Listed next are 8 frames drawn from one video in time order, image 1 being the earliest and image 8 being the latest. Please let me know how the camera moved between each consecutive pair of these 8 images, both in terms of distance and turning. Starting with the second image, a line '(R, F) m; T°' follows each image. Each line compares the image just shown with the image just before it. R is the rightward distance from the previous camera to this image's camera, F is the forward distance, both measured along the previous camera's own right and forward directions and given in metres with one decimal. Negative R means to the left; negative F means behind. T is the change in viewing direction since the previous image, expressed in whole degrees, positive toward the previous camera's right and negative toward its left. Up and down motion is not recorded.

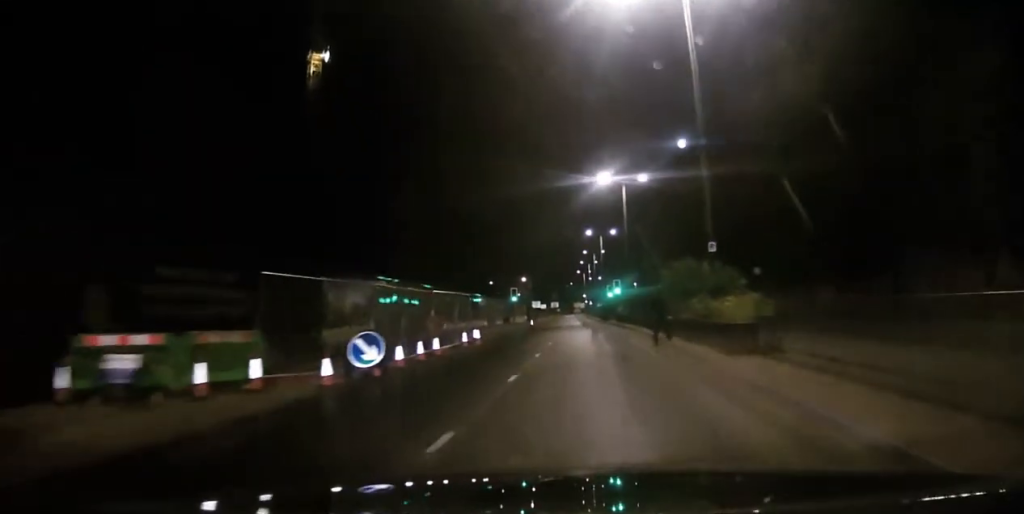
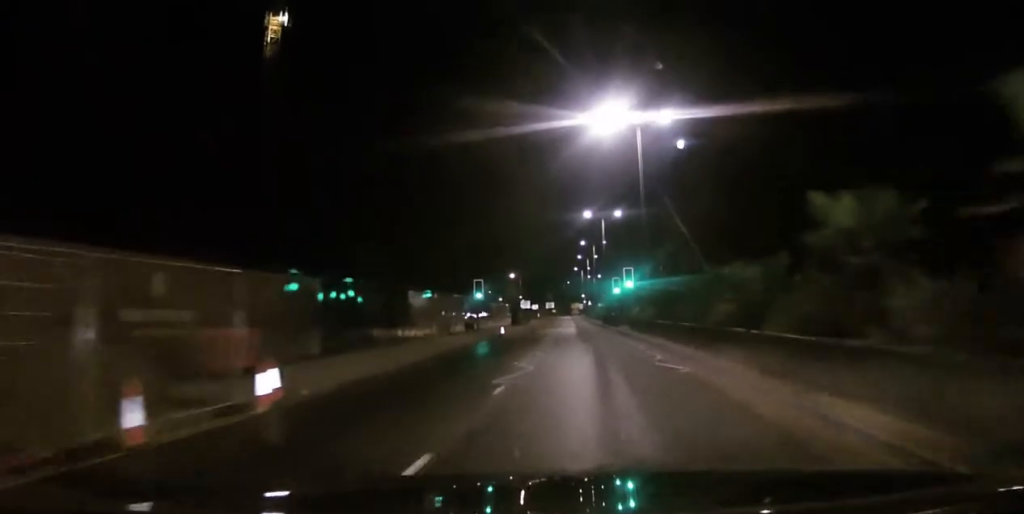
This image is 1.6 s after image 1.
(-0.5, +18.9) m; 0°
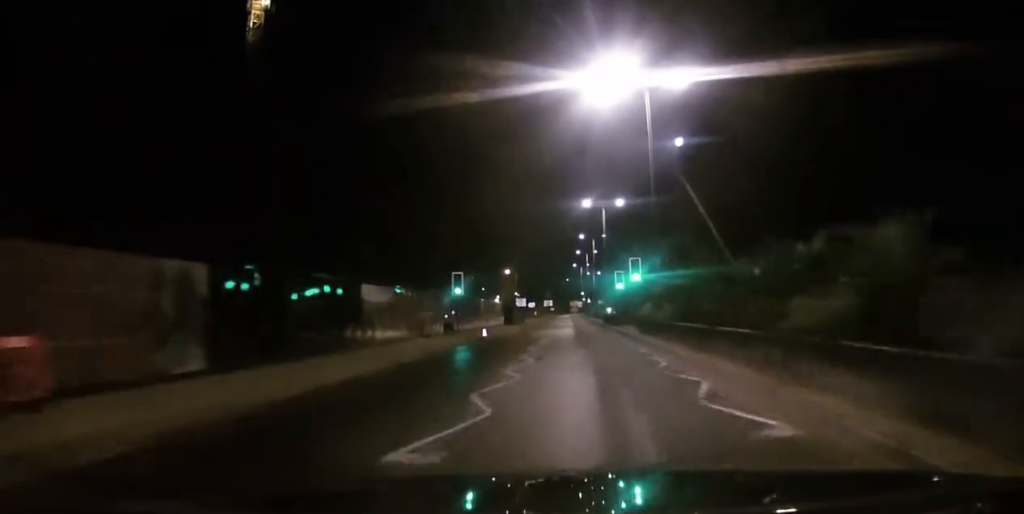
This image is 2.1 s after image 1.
(+0.3, +6.7) m; +1°
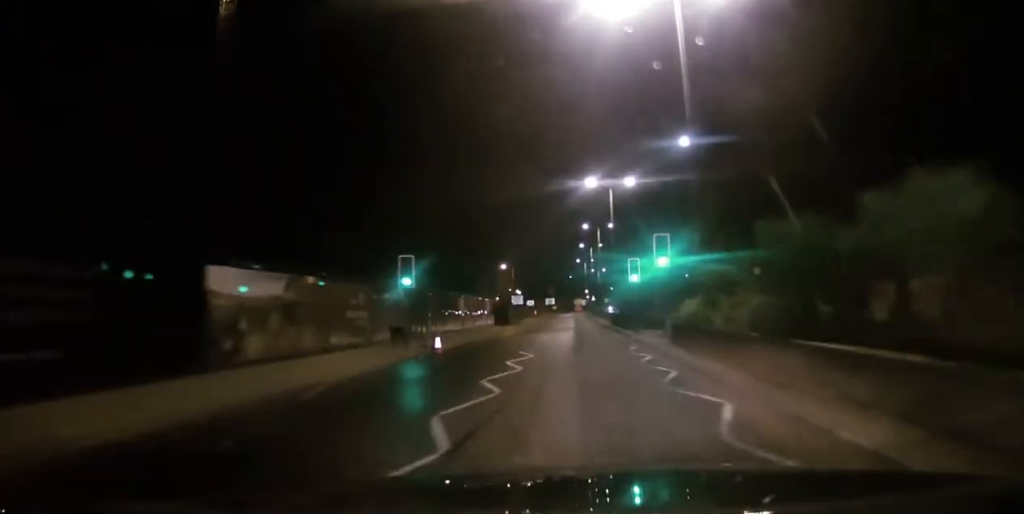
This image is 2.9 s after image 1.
(+0.1, +11.1) m; 0°
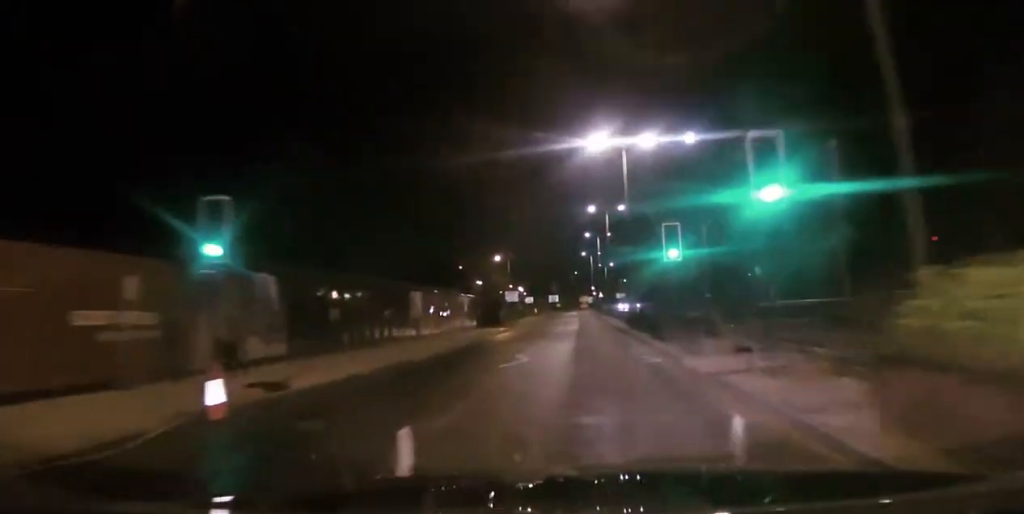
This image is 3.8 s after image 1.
(-0.3, +14.1) m; 0°
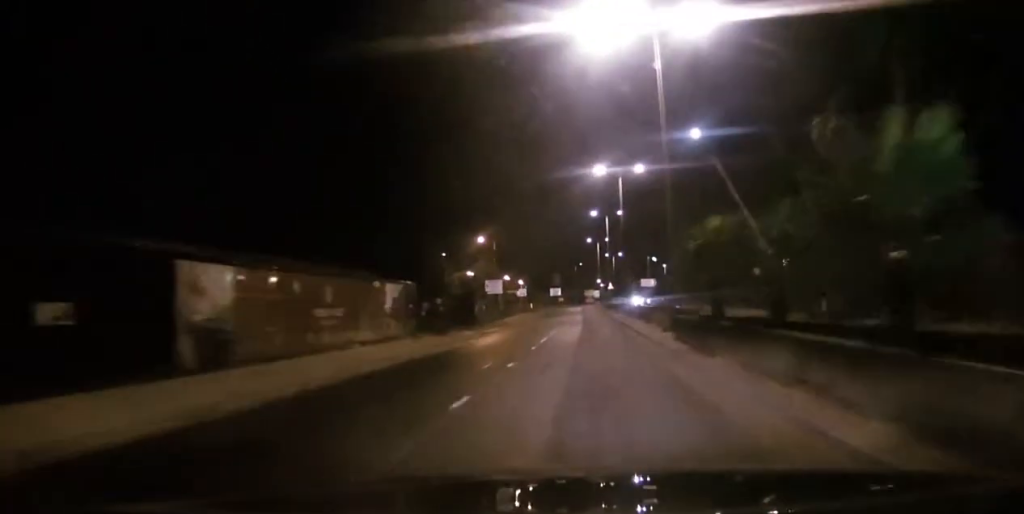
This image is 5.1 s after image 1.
(+0.4, +19.1) m; +1°
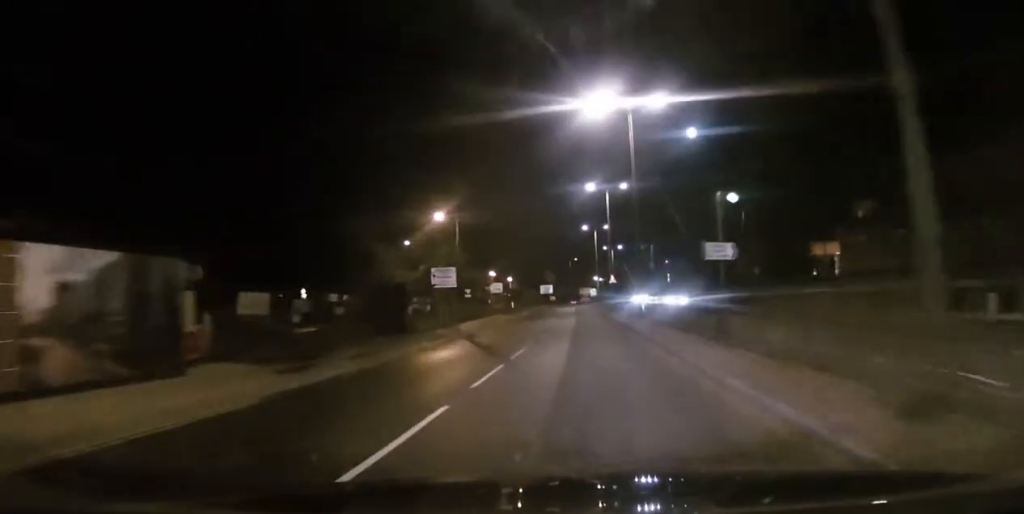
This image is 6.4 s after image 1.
(-0.3, +19.3) m; -2°
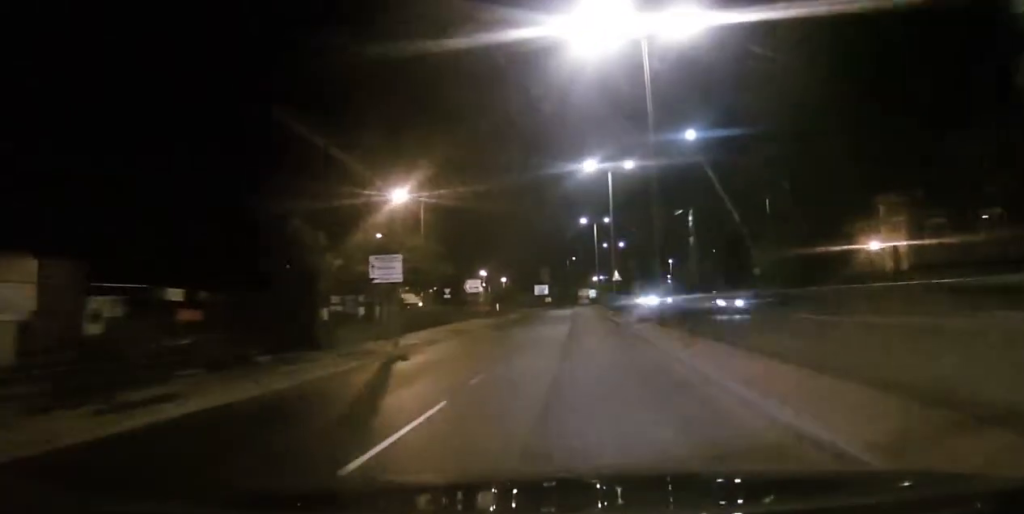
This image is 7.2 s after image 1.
(-0.1, +11.6) m; +1°
